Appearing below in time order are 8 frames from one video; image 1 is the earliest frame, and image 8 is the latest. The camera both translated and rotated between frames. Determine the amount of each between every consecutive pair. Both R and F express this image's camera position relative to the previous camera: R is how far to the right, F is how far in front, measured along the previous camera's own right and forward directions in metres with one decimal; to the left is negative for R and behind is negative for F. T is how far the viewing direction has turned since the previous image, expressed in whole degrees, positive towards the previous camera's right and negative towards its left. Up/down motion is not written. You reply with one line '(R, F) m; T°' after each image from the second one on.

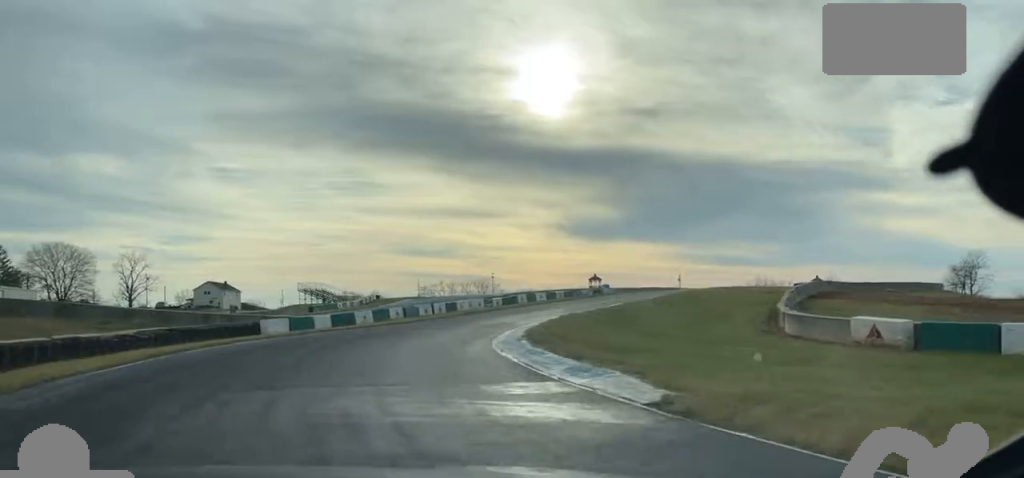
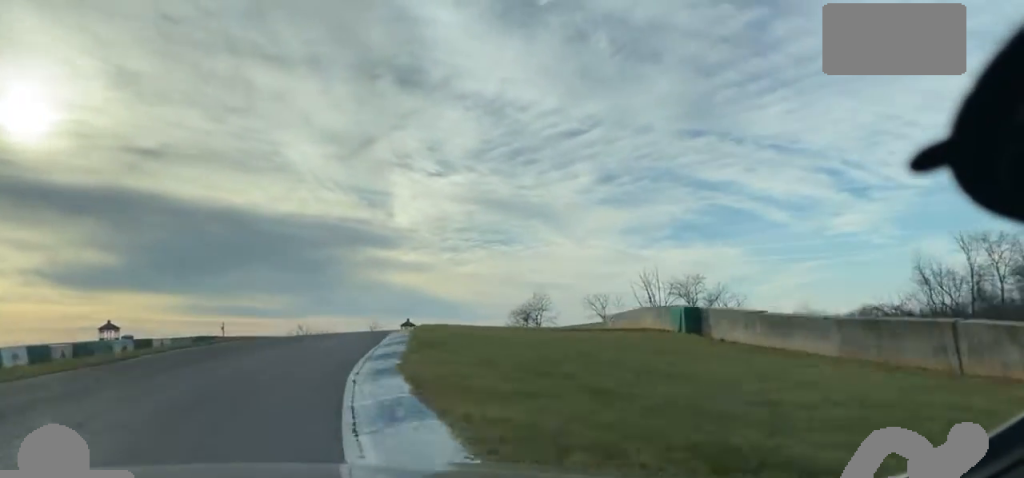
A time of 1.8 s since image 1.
(+14.5, +39.5) m; +35°
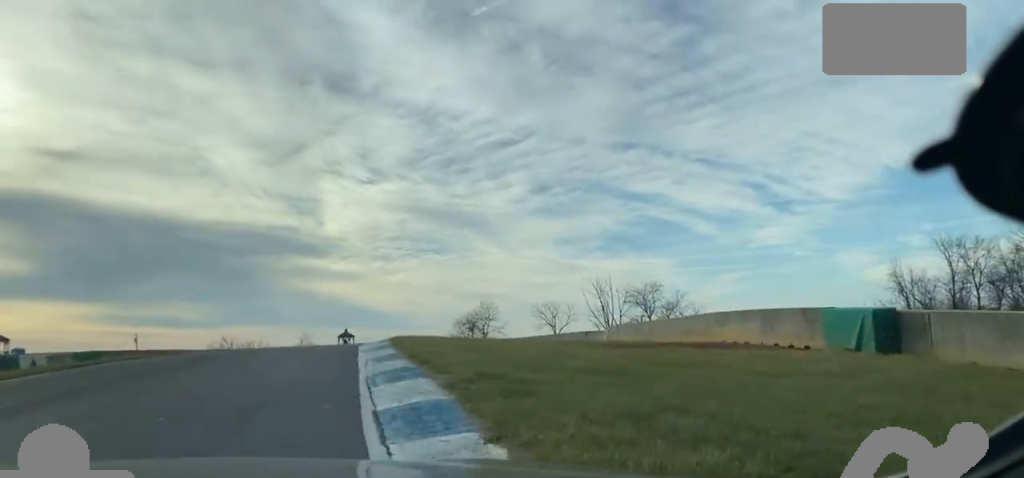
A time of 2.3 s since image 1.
(+0.8, +11.3) m; +6°
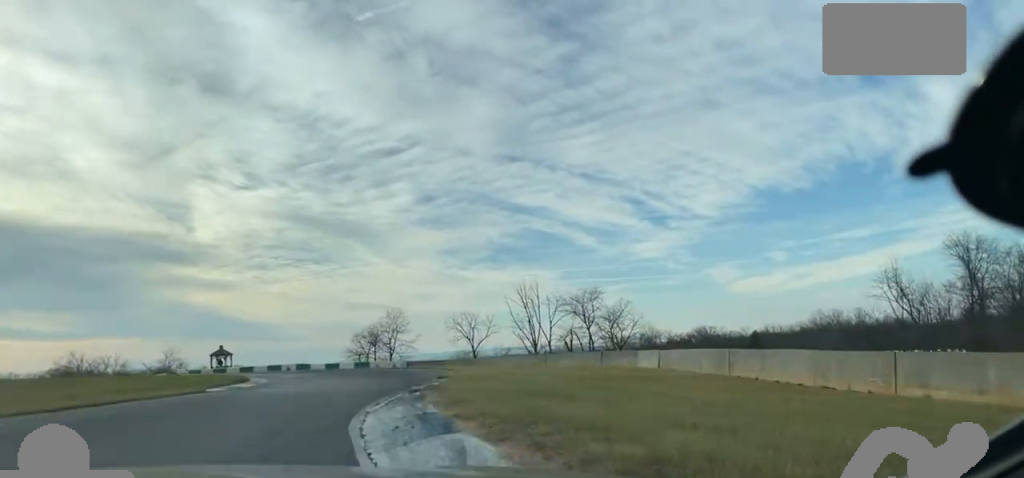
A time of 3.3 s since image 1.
(+2.2, +23.9) m; +8°
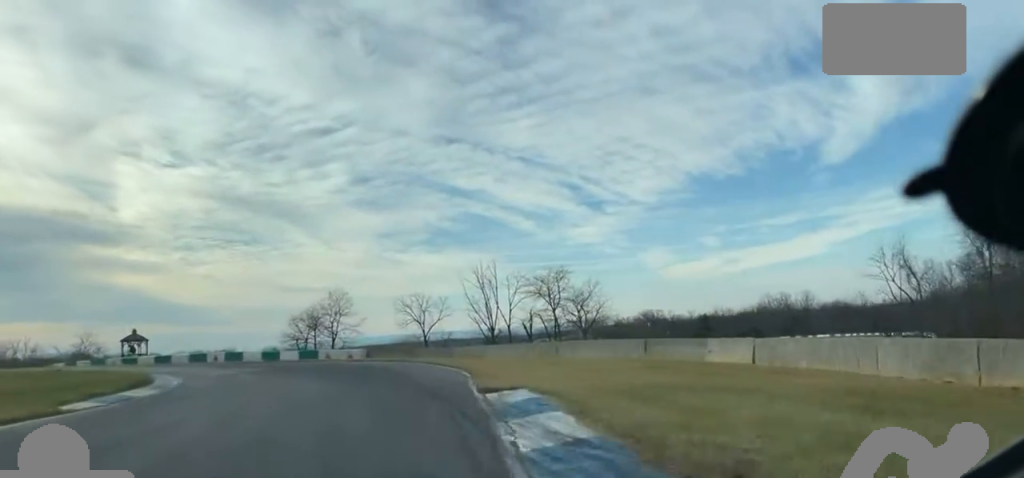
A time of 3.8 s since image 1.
(+0.6, +12.4) m; +2°
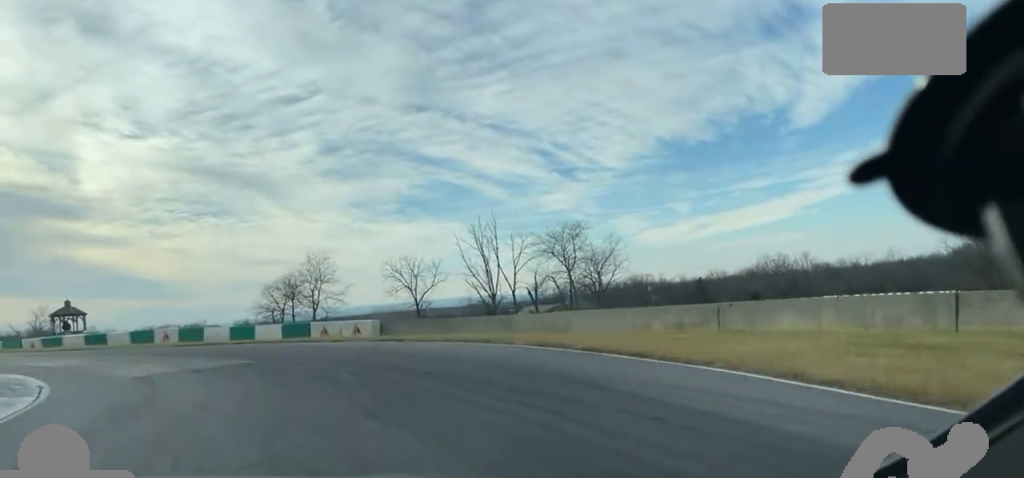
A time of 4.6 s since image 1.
(+0.2, +16.8) m; -3°
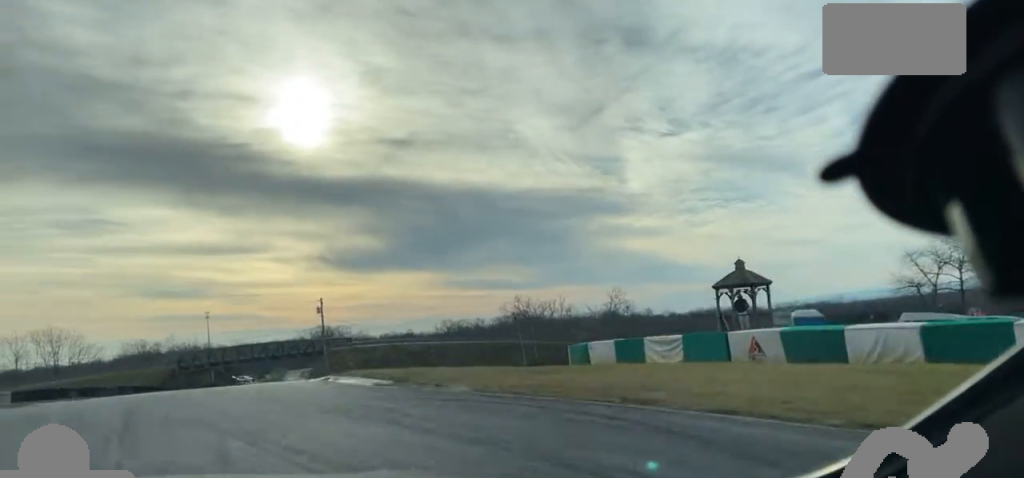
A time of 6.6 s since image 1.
(-9.2, +37.9) m; -31°
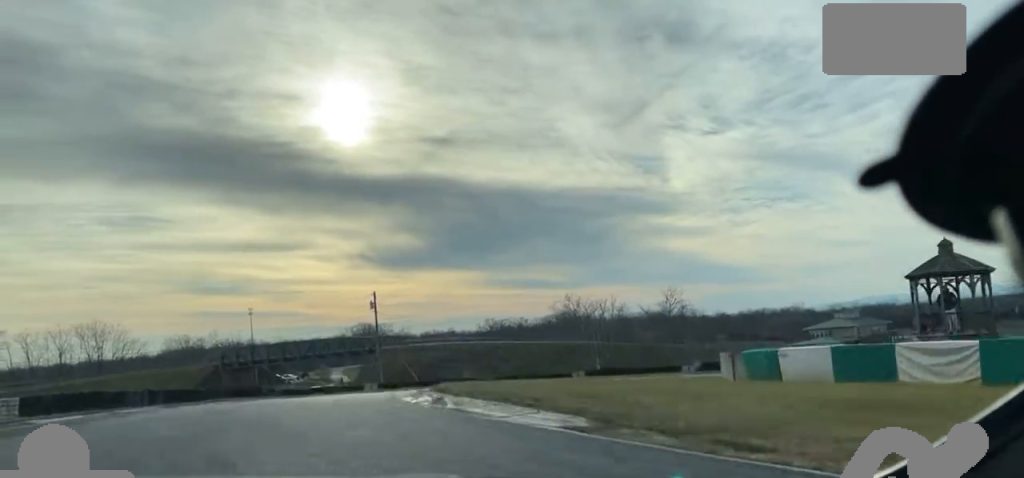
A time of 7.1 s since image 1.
(-0.6, +8.4) m; -5°
